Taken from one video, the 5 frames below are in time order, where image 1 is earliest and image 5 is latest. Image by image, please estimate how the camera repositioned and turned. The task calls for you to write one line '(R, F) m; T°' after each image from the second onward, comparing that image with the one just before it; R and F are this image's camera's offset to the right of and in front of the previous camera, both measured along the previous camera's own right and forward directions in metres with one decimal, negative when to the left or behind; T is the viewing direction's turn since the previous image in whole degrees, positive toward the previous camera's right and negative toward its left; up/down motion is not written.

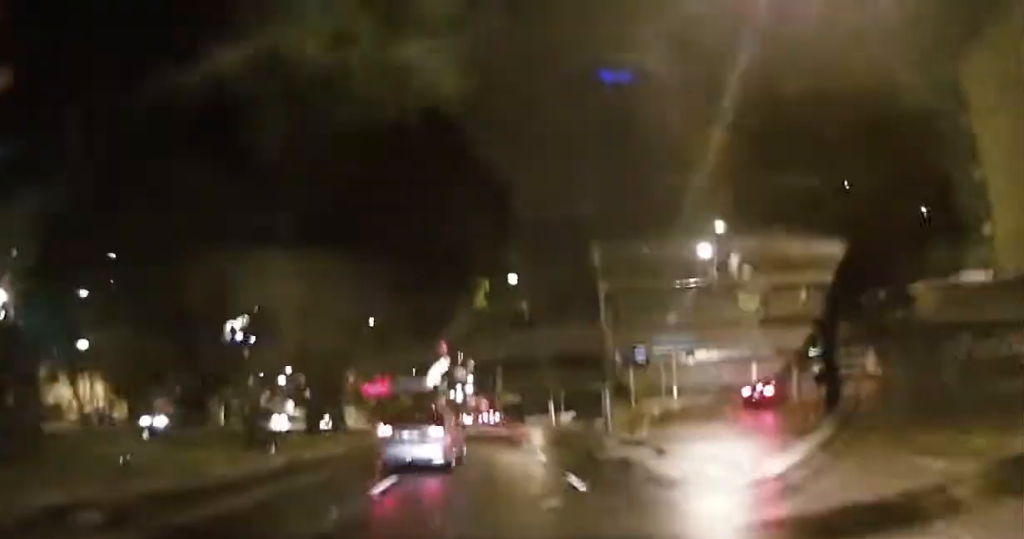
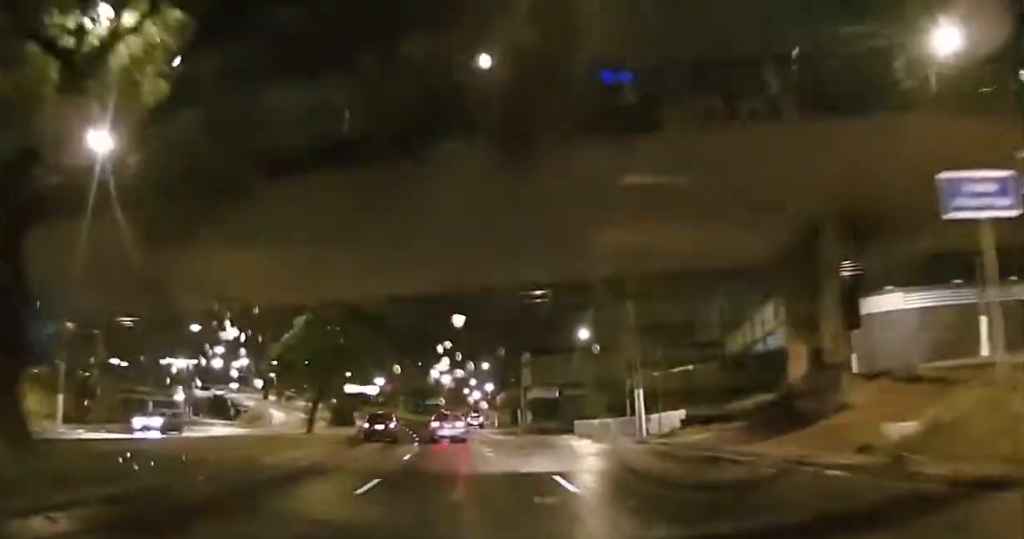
(-1.2, +31.9) m; -2°
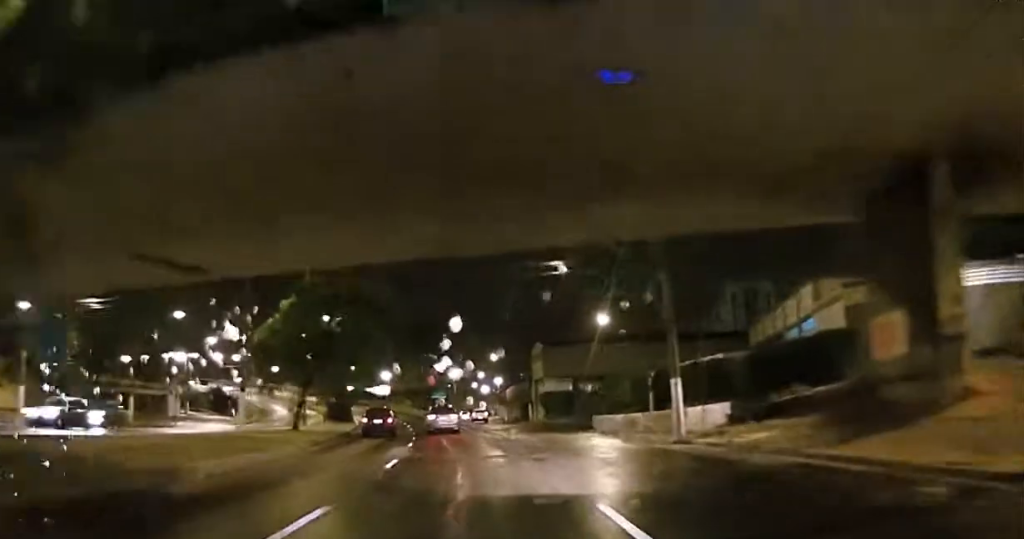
(+0.2, +4.9) m; +1°
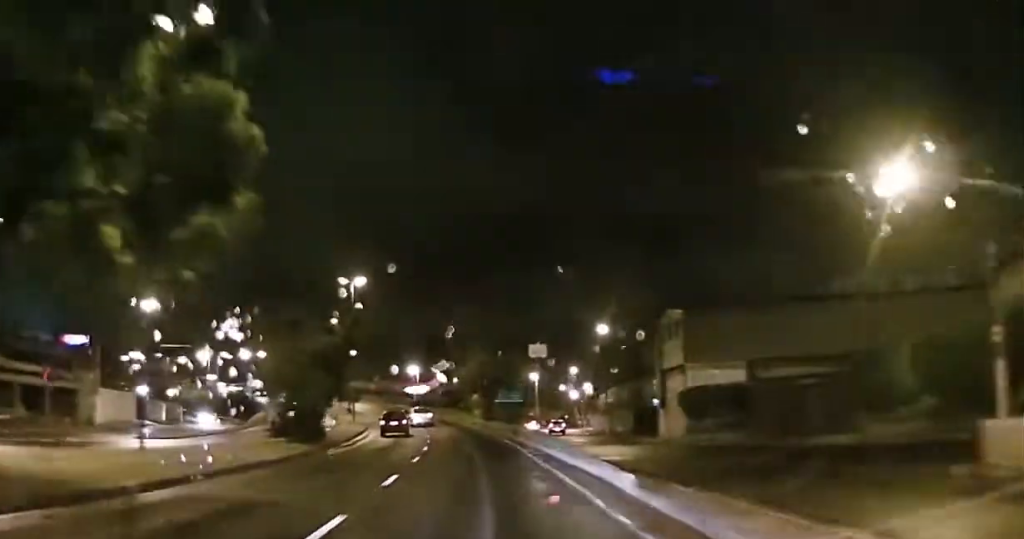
(-0.2, +29.5) m; -3°
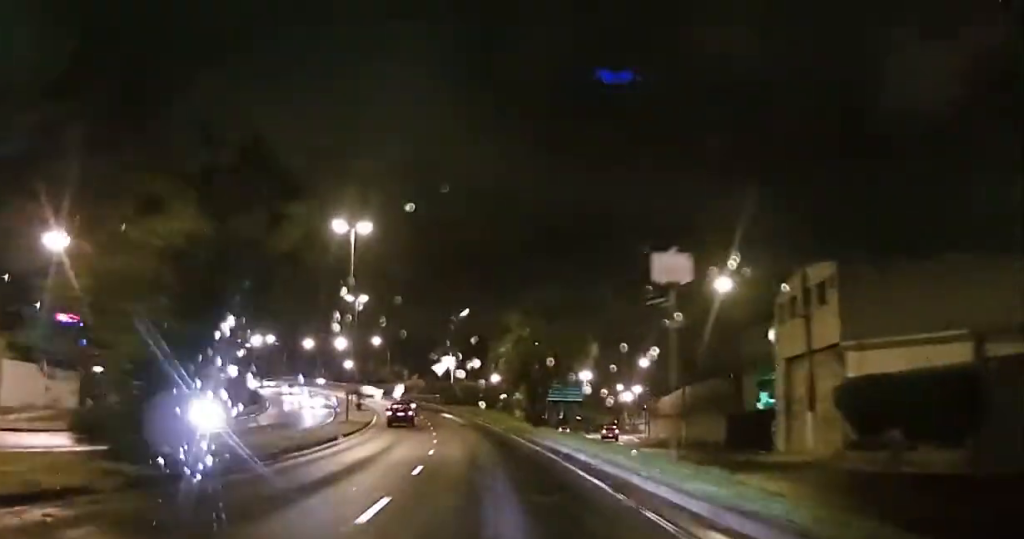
(-0.2, +15.8) m; -2°
